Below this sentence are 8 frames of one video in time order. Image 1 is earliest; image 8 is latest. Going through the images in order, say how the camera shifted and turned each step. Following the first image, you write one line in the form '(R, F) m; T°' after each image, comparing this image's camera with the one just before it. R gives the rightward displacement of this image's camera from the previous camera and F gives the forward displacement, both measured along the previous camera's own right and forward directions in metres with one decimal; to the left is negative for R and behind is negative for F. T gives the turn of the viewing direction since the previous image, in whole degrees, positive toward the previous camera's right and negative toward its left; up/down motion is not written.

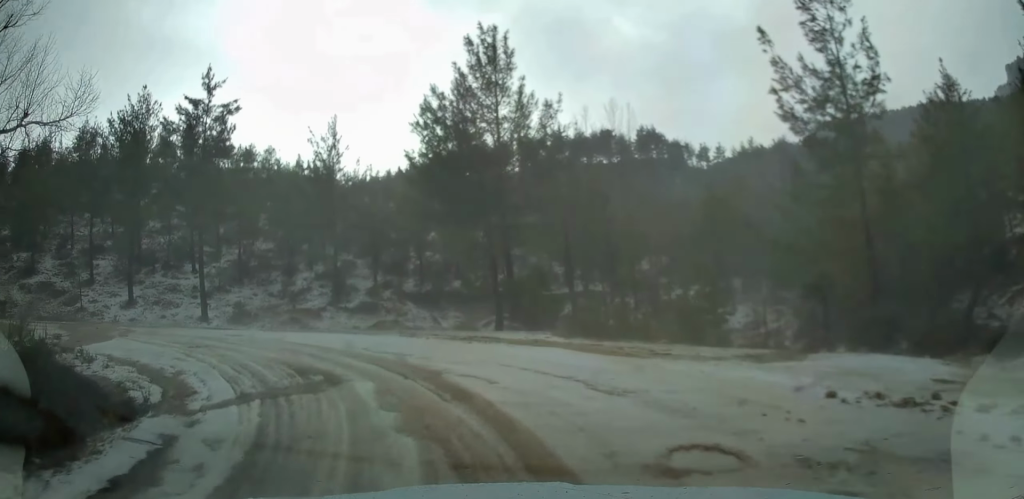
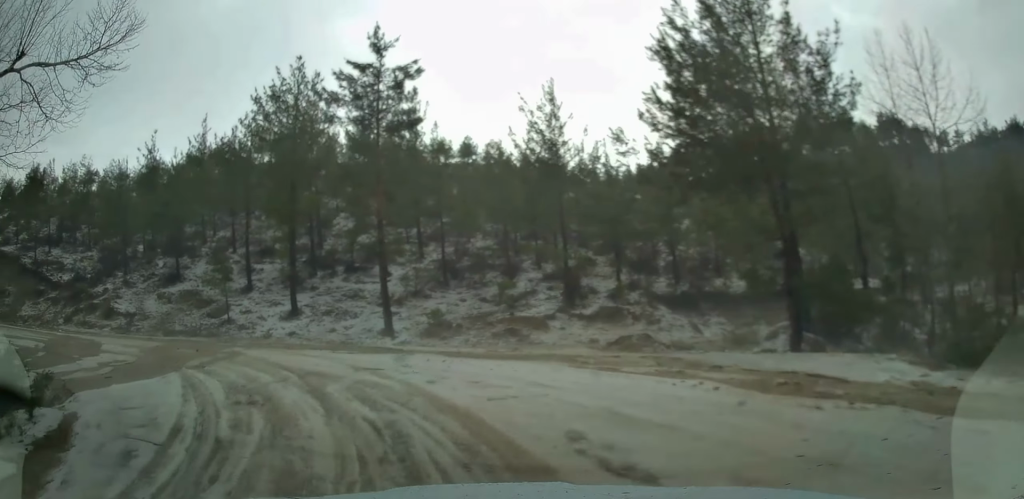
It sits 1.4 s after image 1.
(-1.7, +9.0) m; -21°
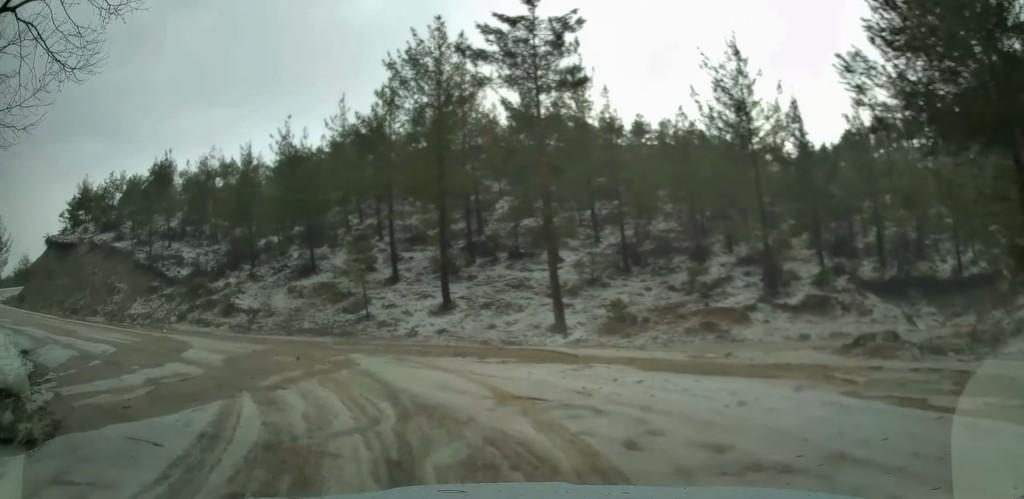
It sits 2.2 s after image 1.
(-0.6, +5.0) m; -13°
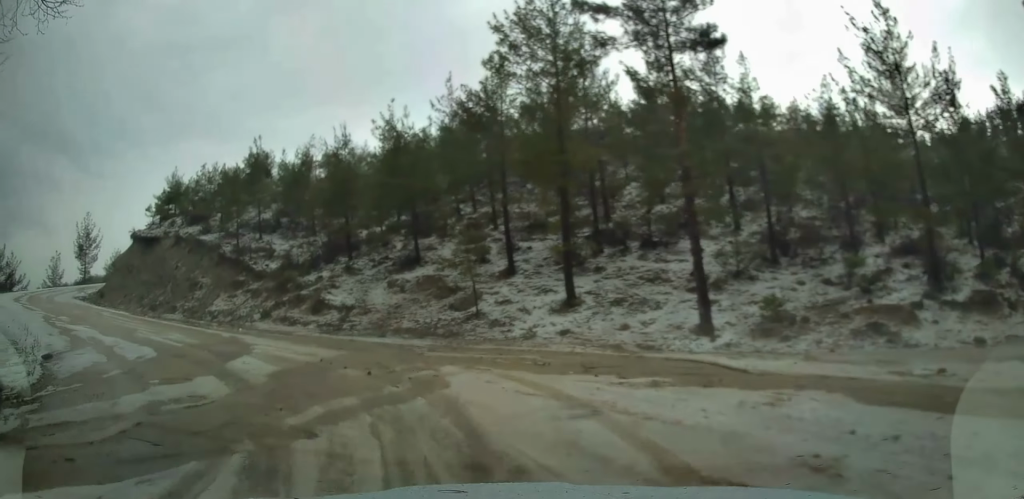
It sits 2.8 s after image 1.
(-0.3, +3.9) m; -11°
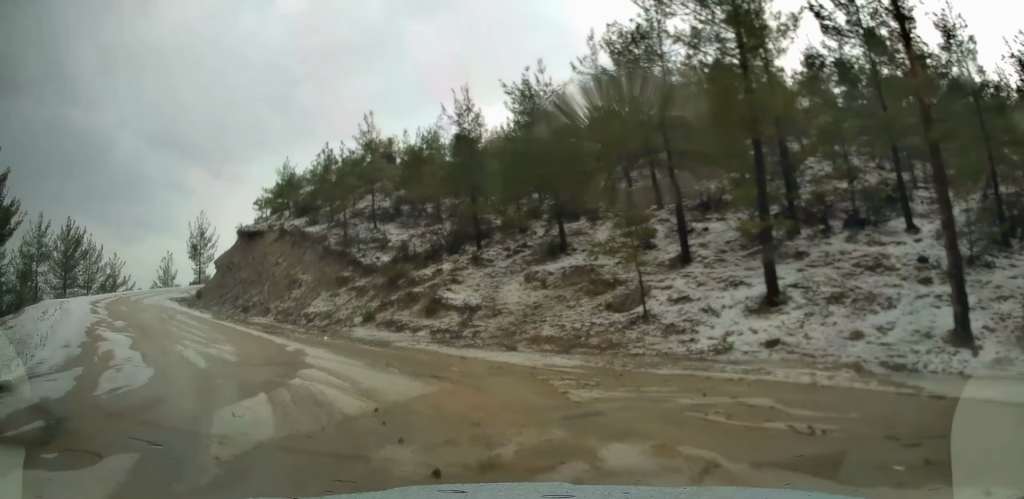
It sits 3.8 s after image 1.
(-1.0, +6.4) m; -15°
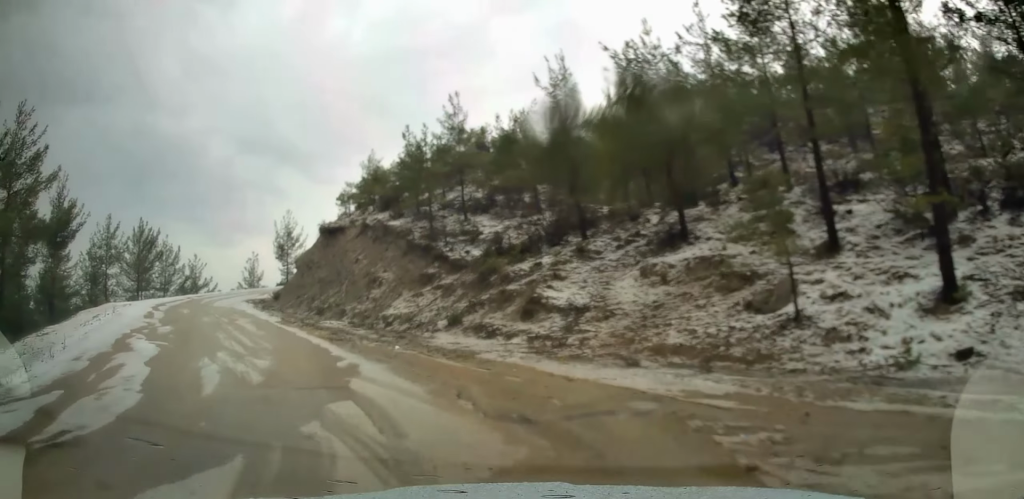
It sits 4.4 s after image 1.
(-0.3, +3.7) m; -9°
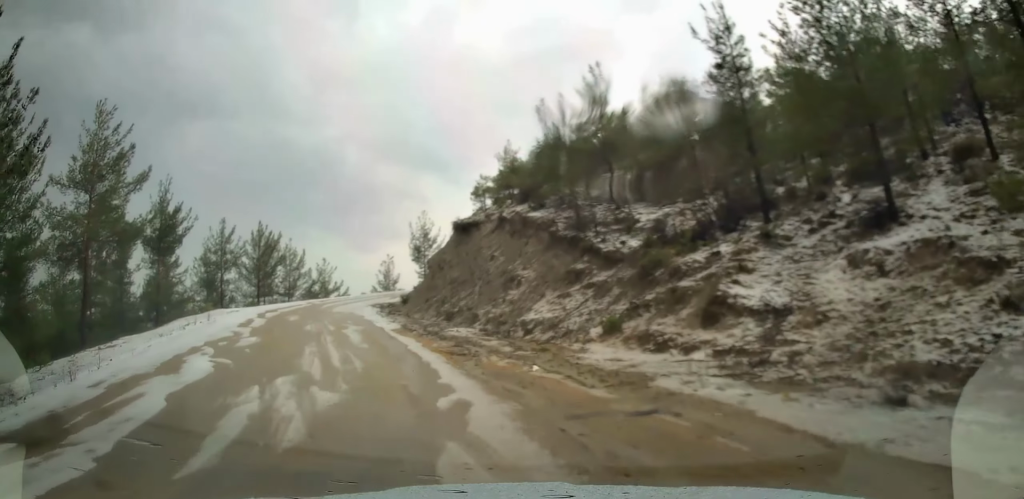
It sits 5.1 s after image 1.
(-0.5, +4.3) m; -12°
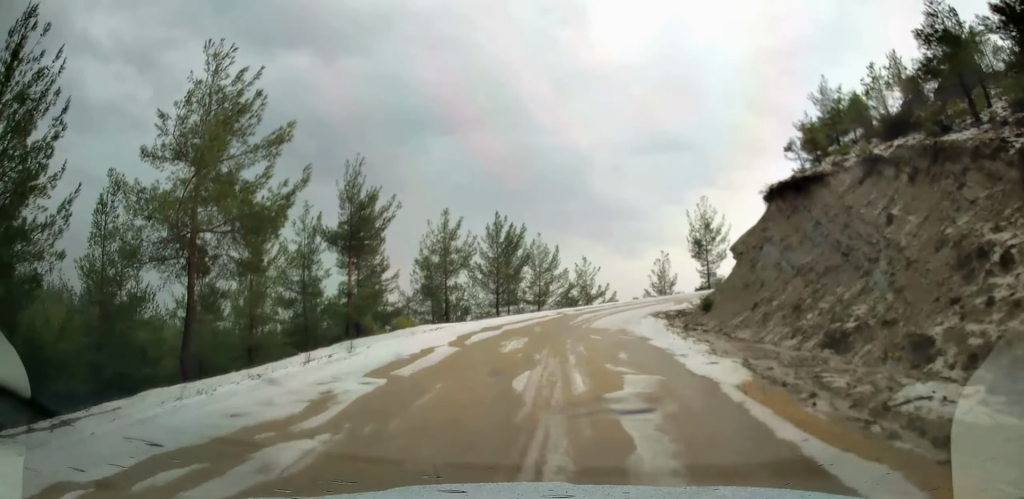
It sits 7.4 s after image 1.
(-3.5, +13.3) m; -23°
